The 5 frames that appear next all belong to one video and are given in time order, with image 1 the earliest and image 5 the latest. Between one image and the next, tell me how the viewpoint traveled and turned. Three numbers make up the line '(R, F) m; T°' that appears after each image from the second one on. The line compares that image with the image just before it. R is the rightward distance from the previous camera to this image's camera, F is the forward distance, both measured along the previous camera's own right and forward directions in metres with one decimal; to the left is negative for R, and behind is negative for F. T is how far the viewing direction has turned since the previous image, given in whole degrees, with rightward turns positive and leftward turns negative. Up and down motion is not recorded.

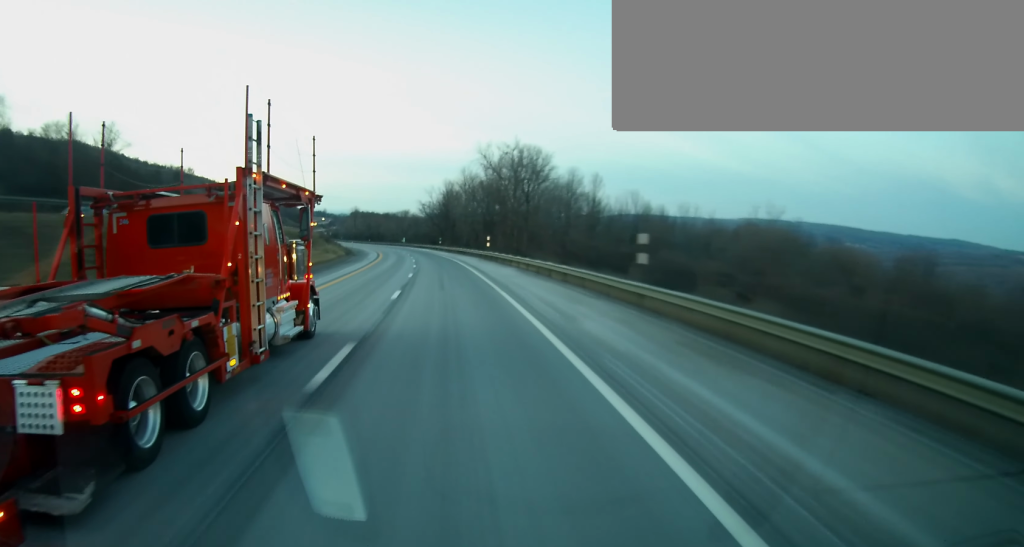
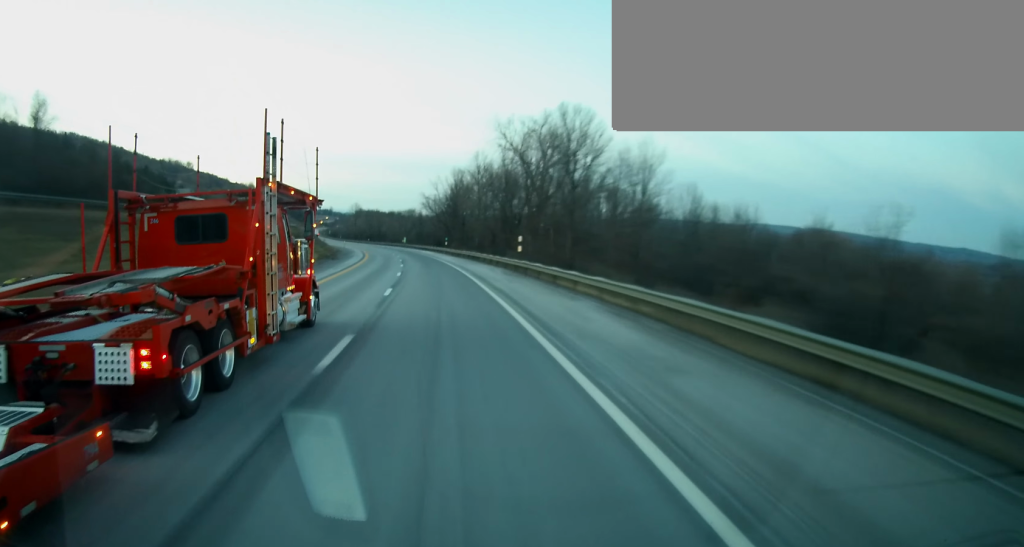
(-0.1, +23.8) m; -1°
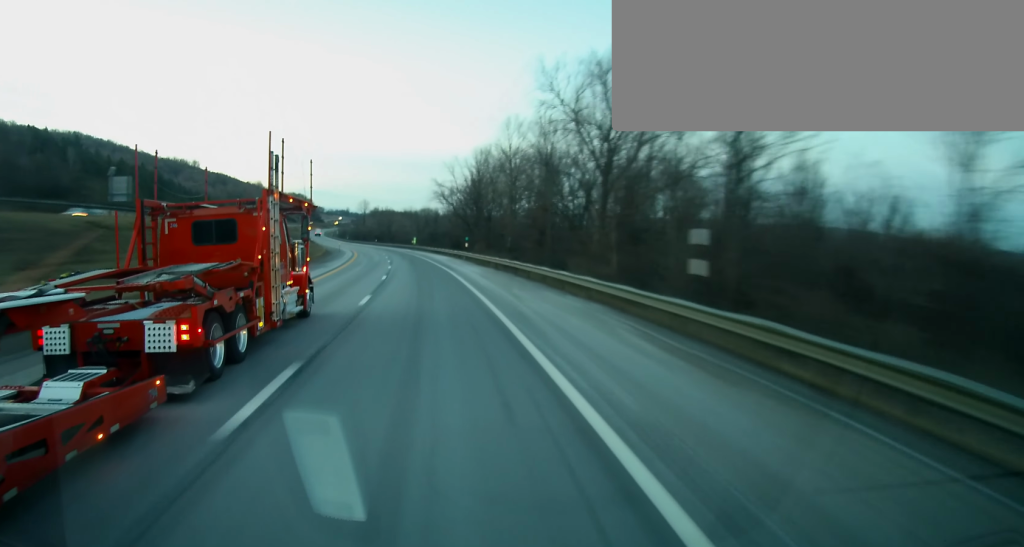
(-0.1, +27.9) m; -1°
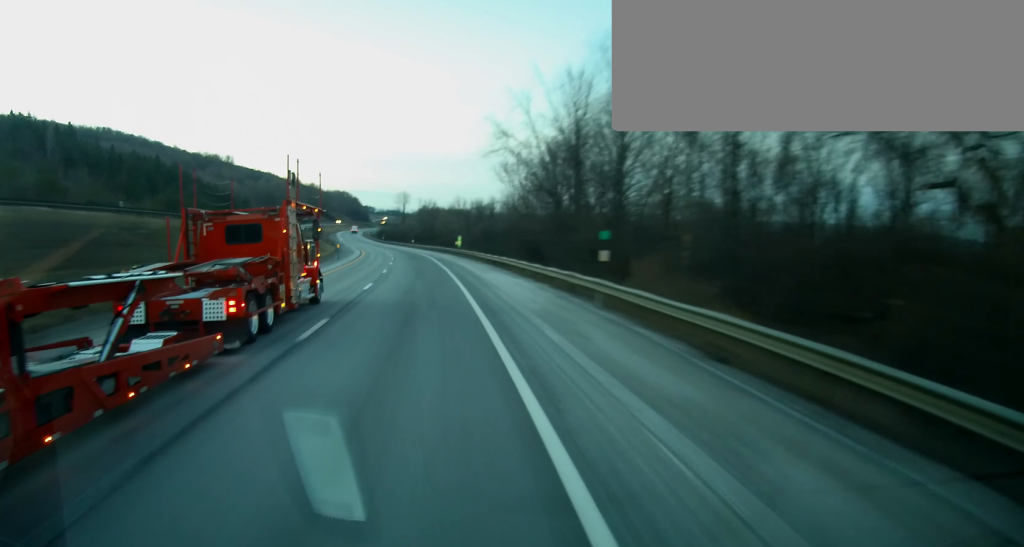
(-1.2, +44.3) m; -4°
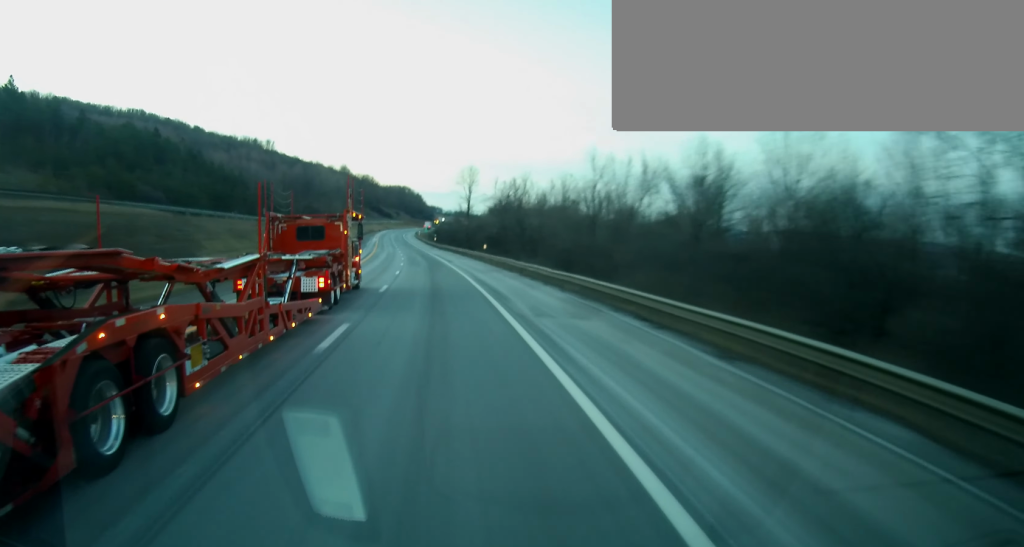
(-4.8, +75.1) m; -7°
